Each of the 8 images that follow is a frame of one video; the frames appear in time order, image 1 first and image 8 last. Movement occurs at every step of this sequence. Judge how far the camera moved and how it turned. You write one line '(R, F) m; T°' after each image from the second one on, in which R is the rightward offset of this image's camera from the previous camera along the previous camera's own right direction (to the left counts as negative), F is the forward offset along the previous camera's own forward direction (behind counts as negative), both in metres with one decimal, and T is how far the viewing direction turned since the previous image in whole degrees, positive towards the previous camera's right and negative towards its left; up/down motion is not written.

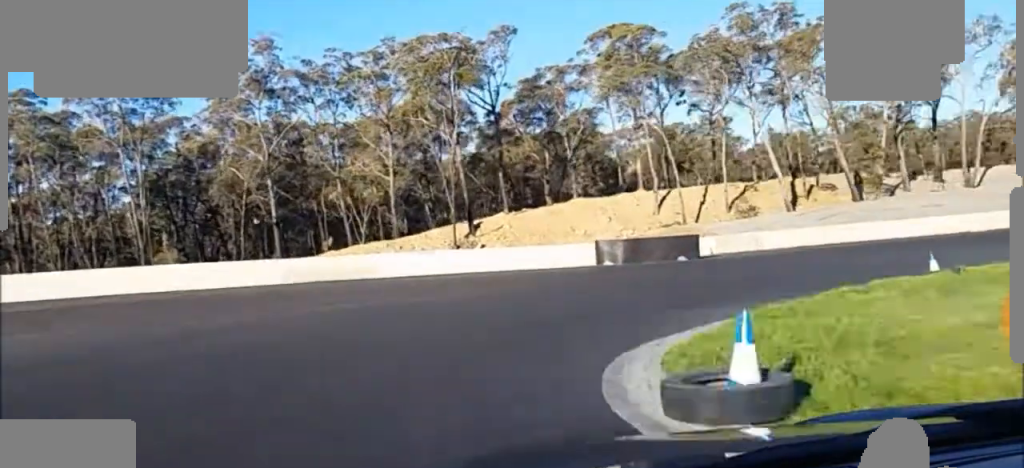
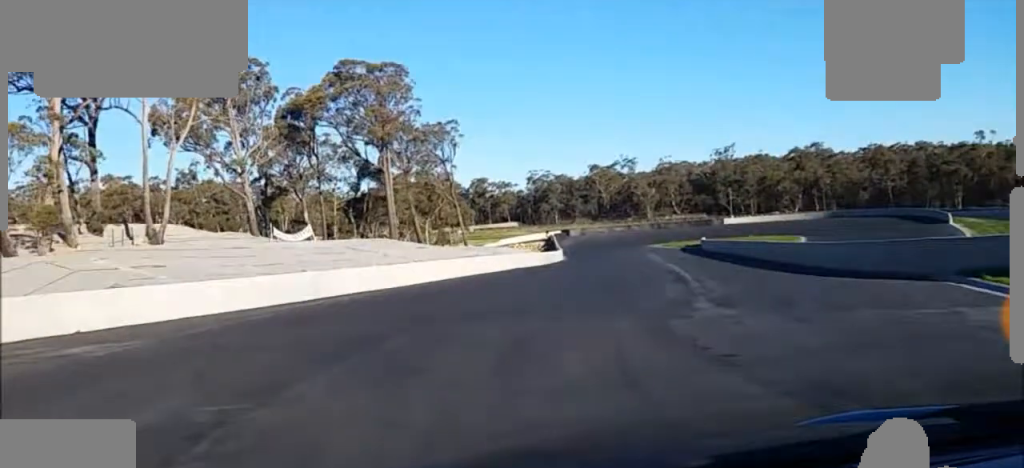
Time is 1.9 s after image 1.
(+11.4, +28.9) m; +33°
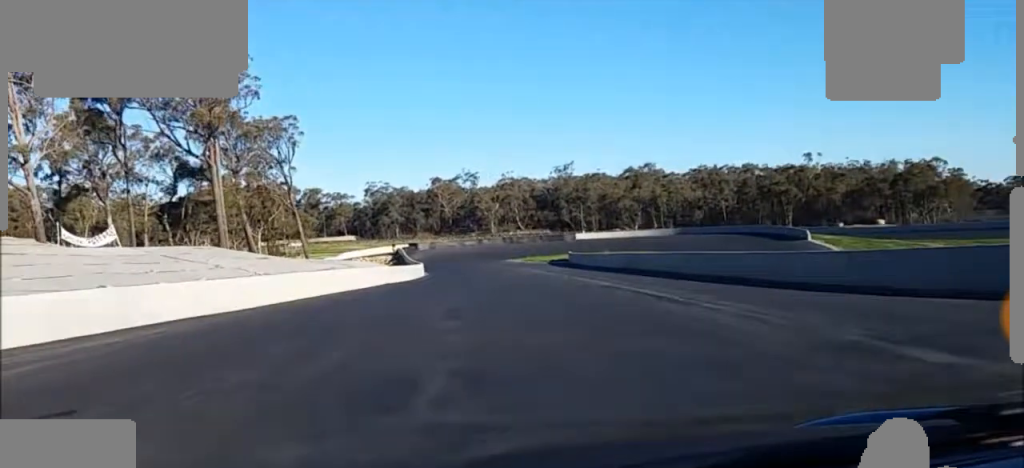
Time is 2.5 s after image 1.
(+1.3, +11.1) m; +15°
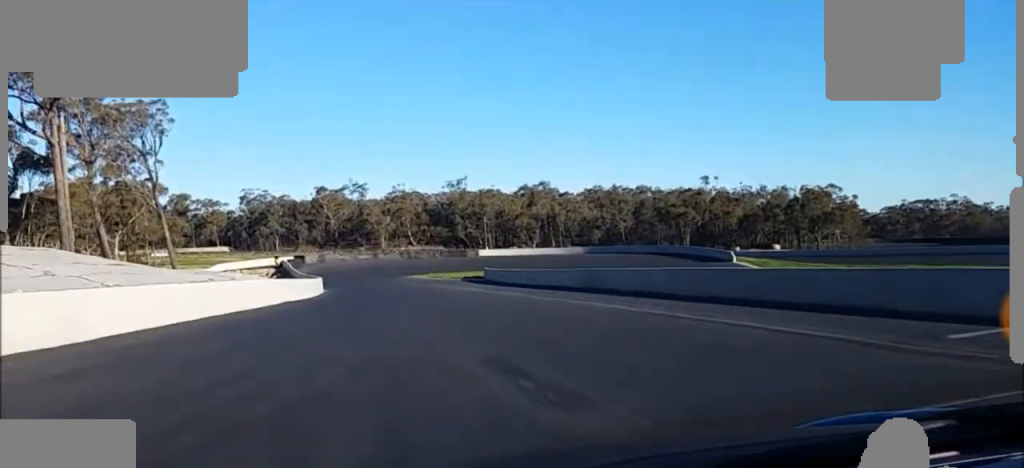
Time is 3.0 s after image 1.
(-0.7, +10.1) m; +15°
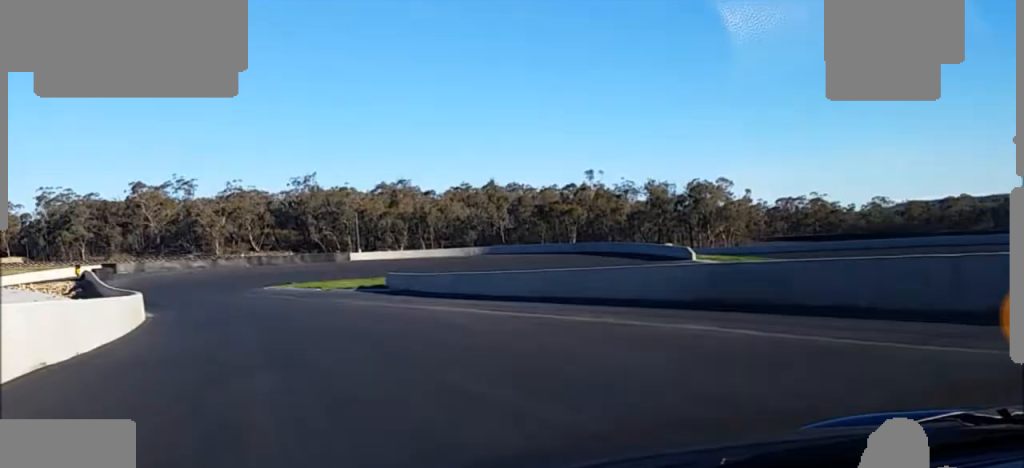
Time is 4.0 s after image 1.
(+6.5, +23.1) m; +27°
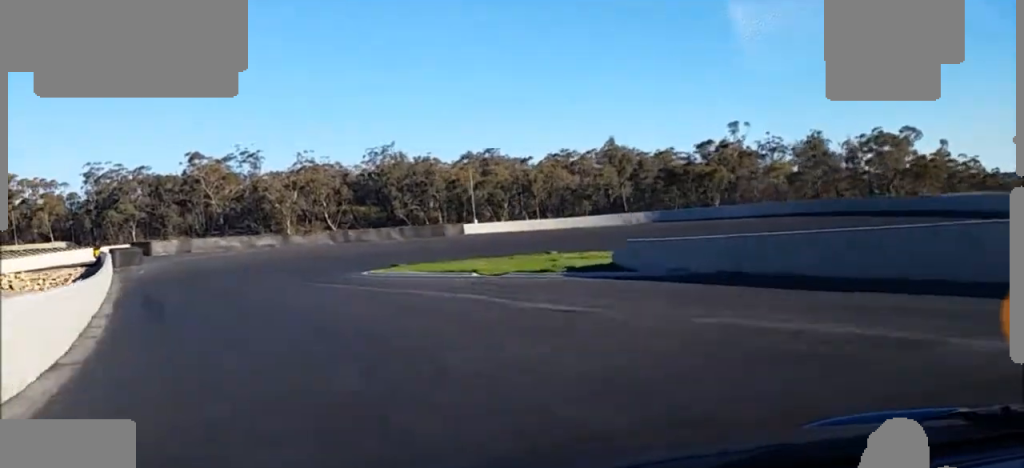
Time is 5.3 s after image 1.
(+5.7, +35.5) m; +4°
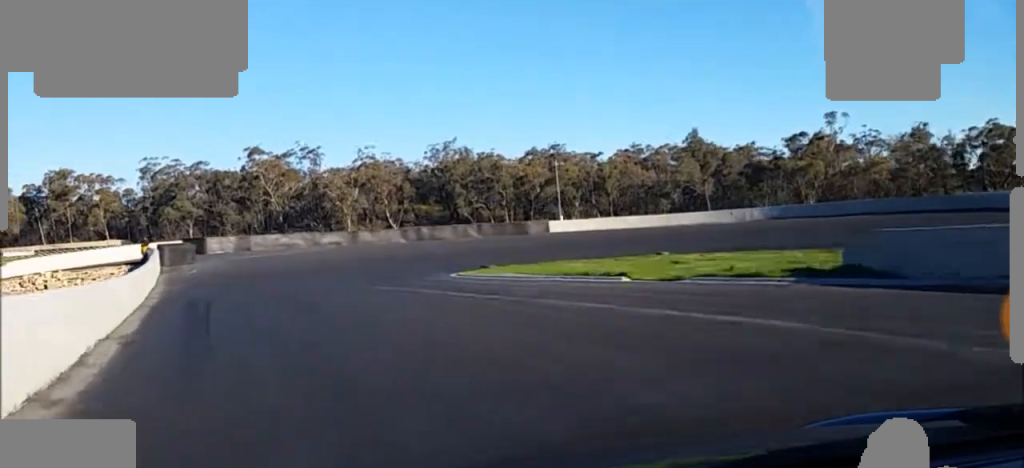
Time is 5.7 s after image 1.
(+0.1, +10.5) m; -4°
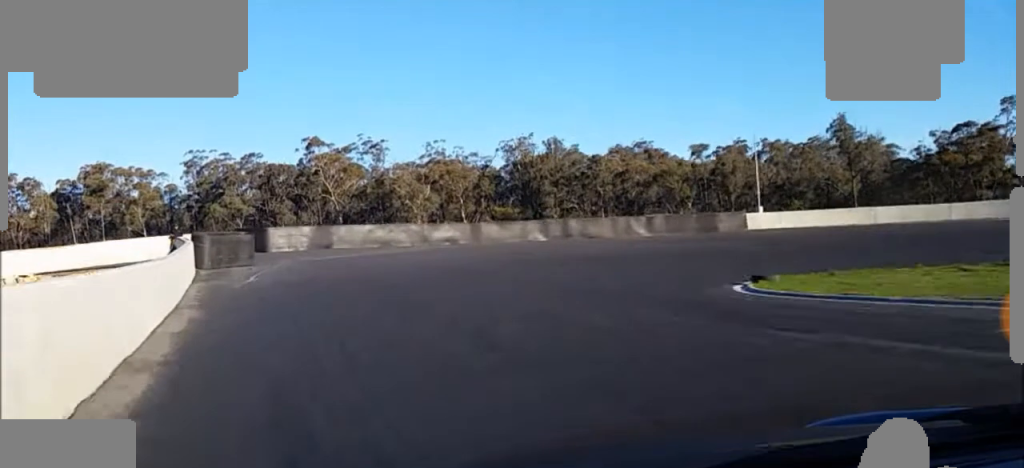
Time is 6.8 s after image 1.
(-2.7, +24.5) m; -6°
